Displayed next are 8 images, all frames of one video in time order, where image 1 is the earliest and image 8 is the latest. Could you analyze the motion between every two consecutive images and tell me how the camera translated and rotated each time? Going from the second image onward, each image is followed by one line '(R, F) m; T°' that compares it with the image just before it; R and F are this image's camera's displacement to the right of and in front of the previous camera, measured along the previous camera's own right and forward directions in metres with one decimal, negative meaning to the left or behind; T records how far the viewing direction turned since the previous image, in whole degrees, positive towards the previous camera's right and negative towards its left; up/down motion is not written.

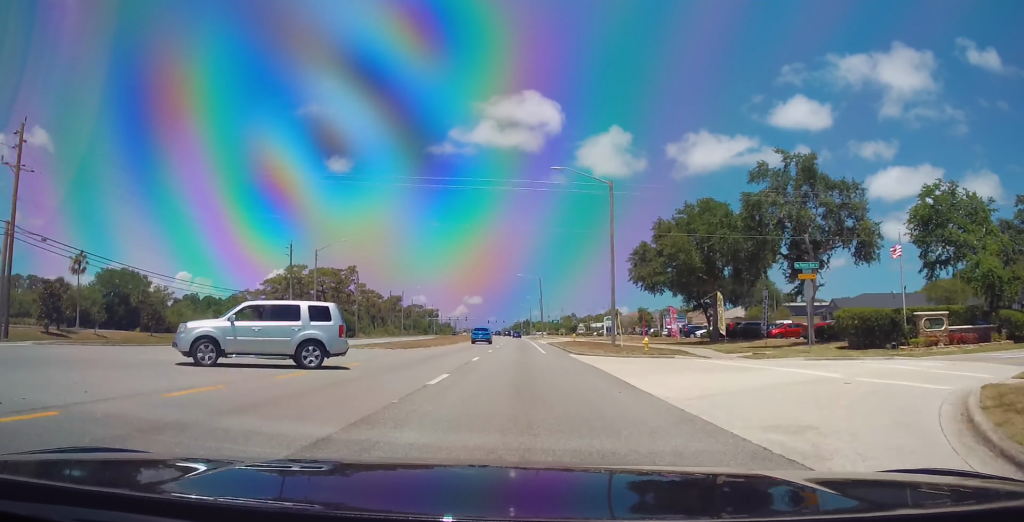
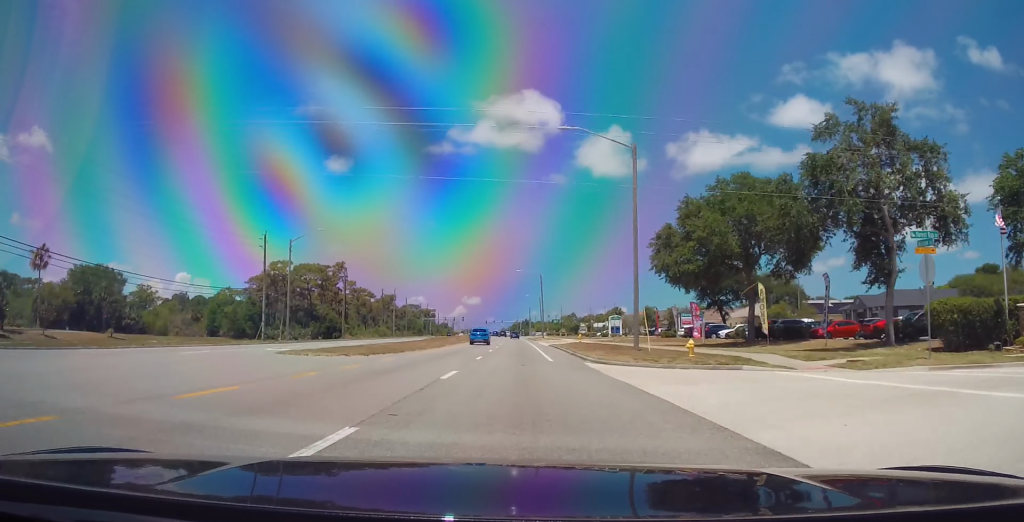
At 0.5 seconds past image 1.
(+0.2, +9.3) m; +1°
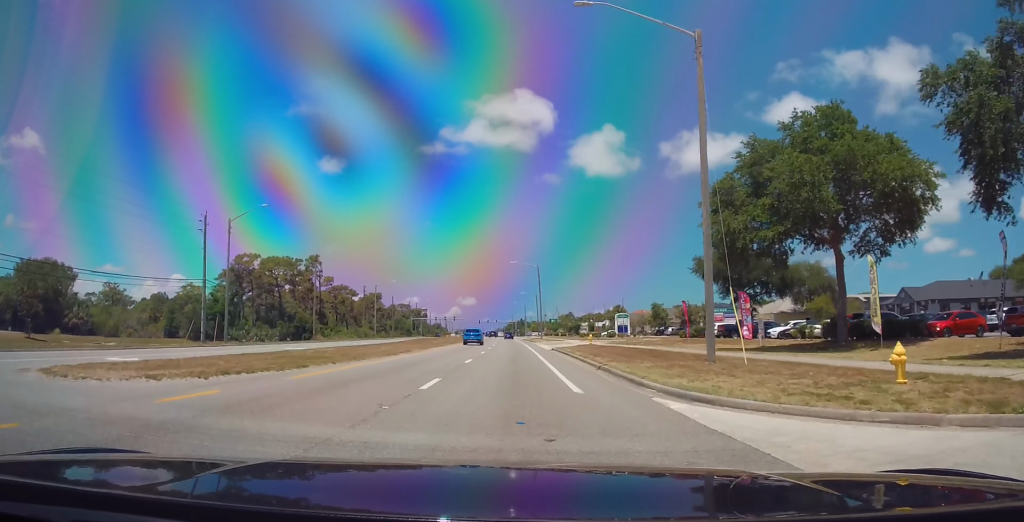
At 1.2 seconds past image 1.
(+0.2, +14.6) m; +1°
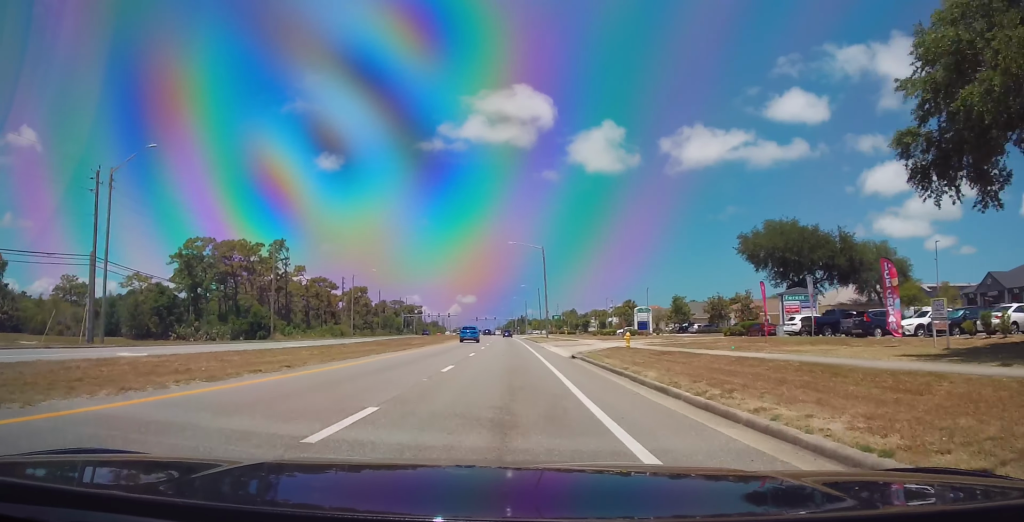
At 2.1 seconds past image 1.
(+0.1, +18.6) m; -1°
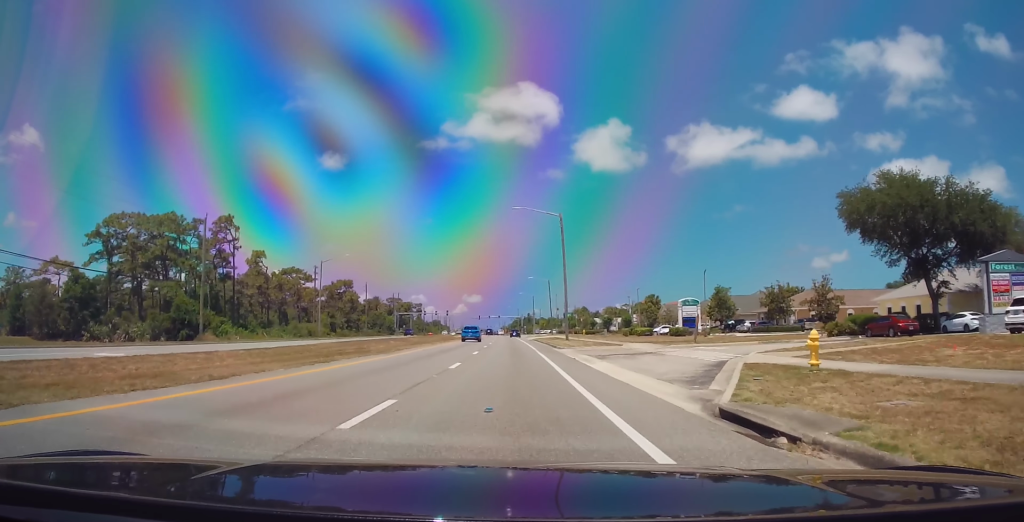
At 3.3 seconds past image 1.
(-0.6, +22.7) m; -1°
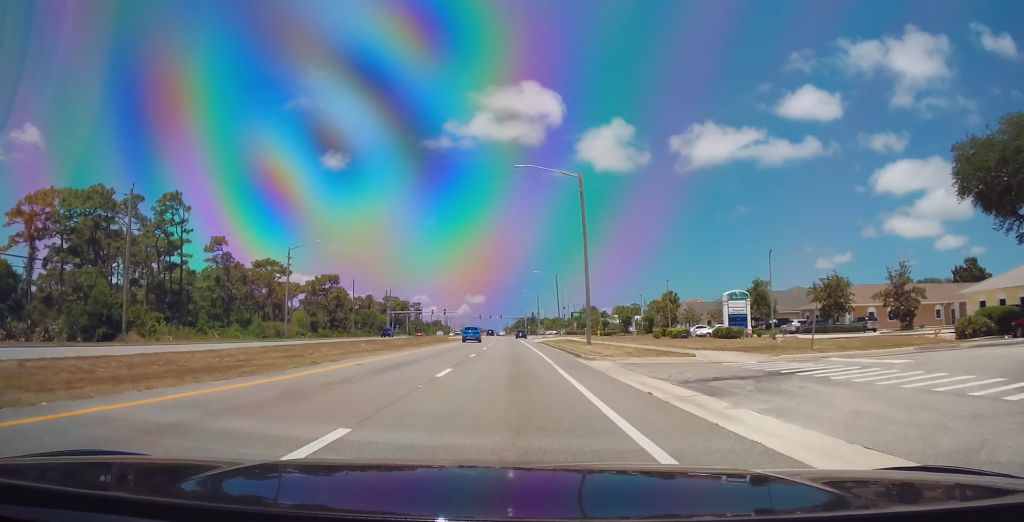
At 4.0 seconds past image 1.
(+0.3, +15.4) m; 0°
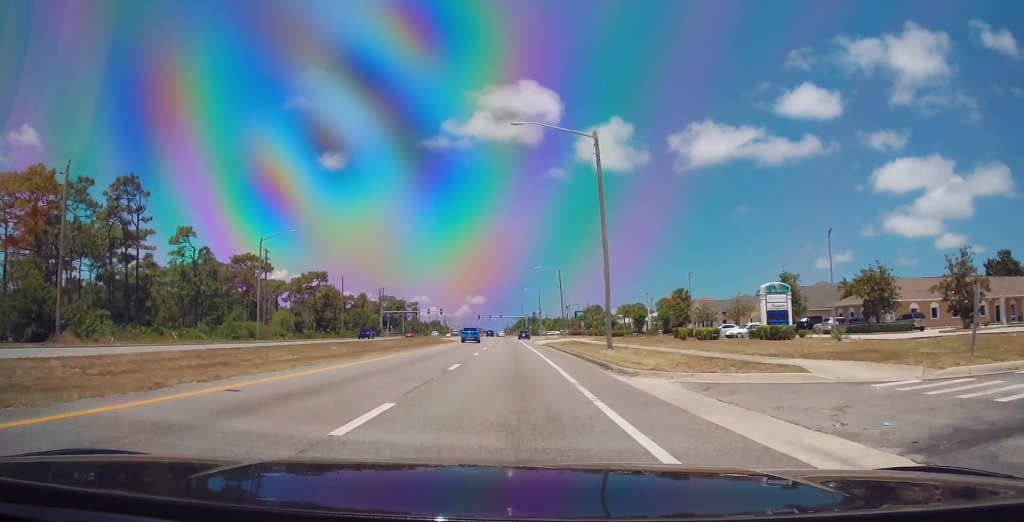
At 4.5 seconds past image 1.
(-0.2, +9.3) m; 0°
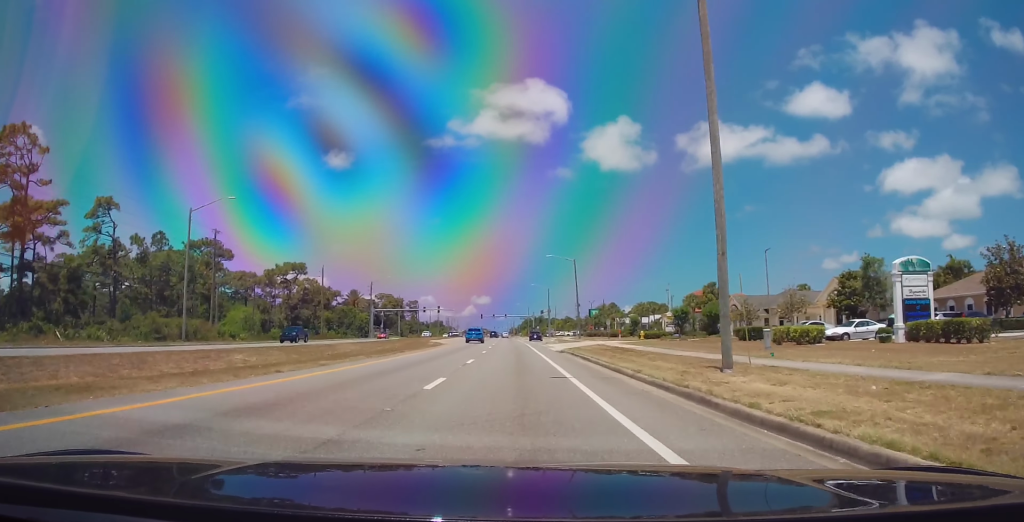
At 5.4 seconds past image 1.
(0.0, +18.4) m; 0°
